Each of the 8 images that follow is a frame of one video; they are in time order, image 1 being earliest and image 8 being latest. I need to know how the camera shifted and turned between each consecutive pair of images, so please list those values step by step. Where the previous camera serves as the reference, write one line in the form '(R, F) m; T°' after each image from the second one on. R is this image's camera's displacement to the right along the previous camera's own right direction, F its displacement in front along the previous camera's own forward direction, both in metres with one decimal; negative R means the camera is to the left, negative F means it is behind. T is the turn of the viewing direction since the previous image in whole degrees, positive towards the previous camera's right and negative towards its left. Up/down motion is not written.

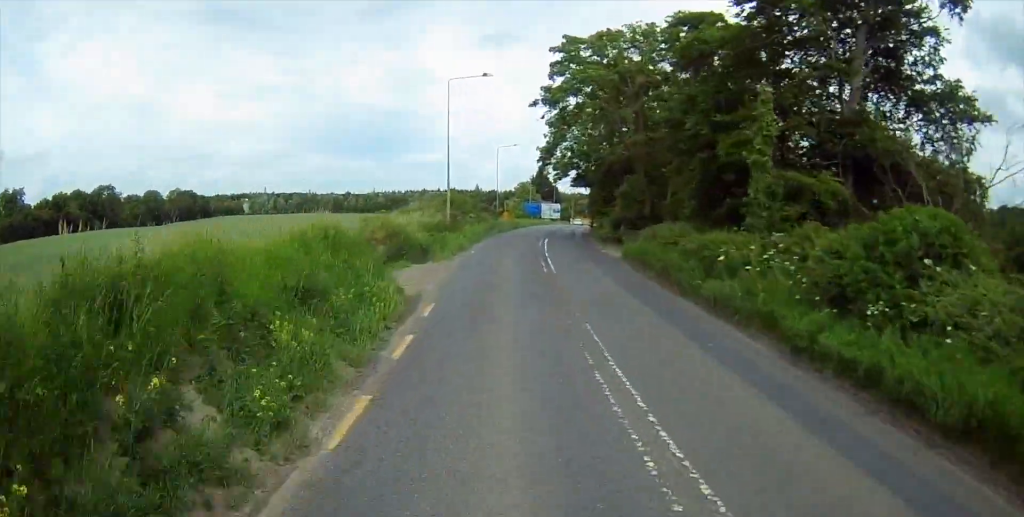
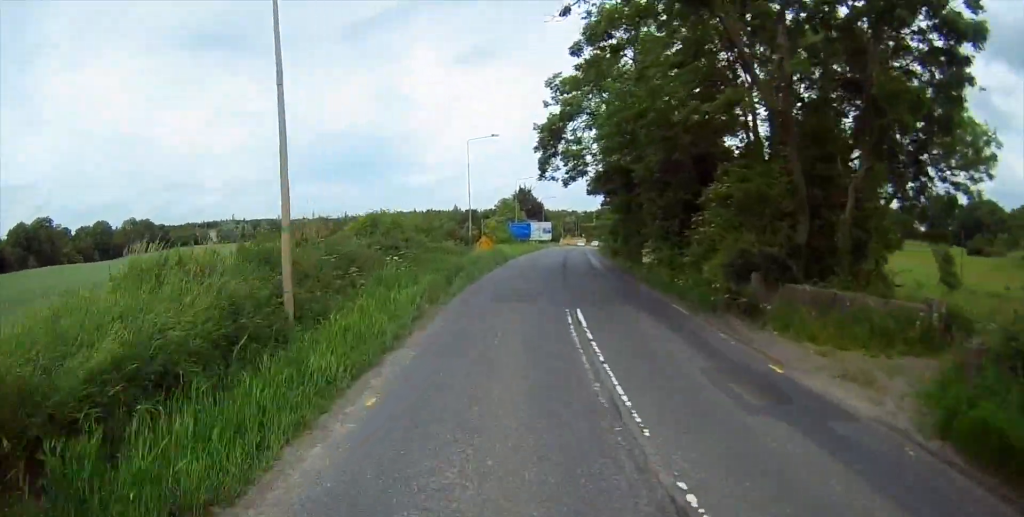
(-0.1, +27.9) m; +1°
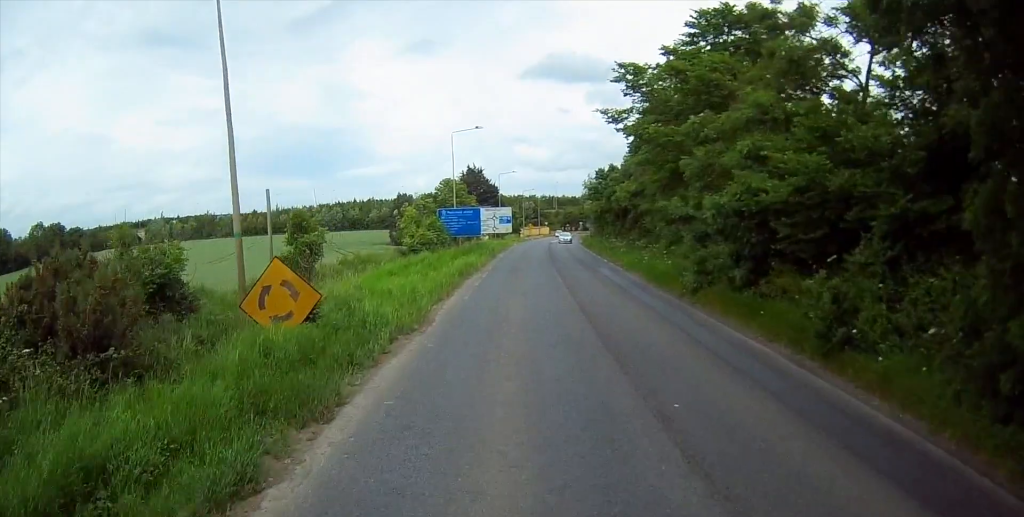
(+0.8, +39.4) m; +2°
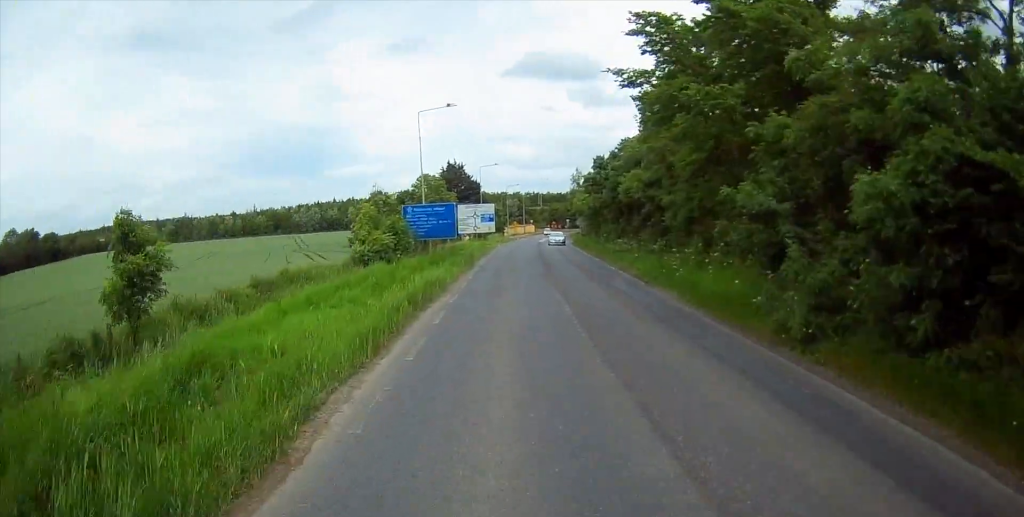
(+0.2, +9.3) m; +1°
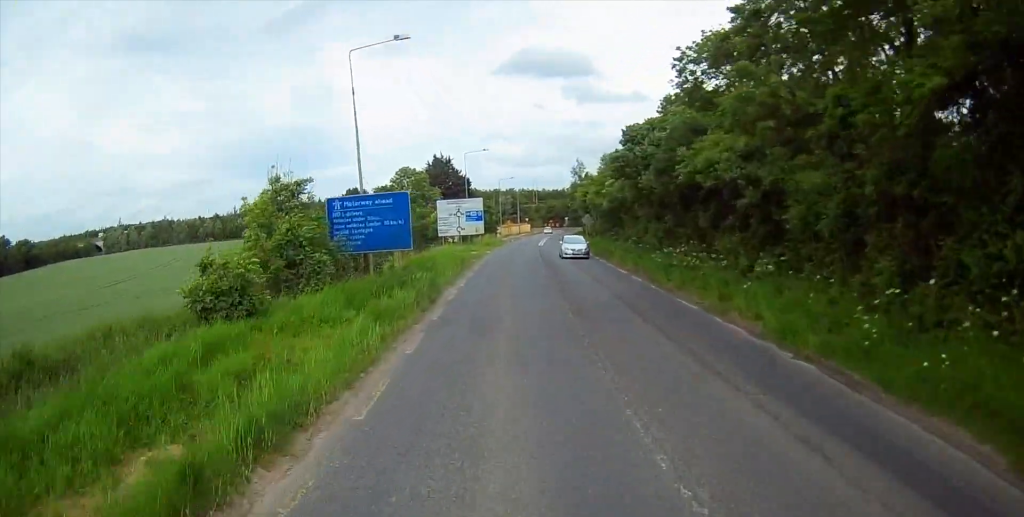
(+0.2, +15.7) m; +1°
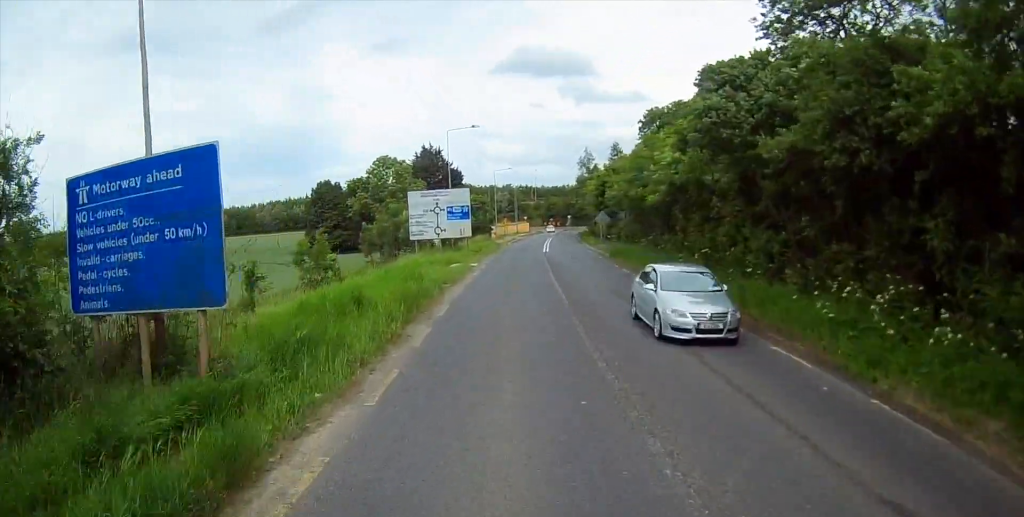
(+0.2, +15.9) m; +1°
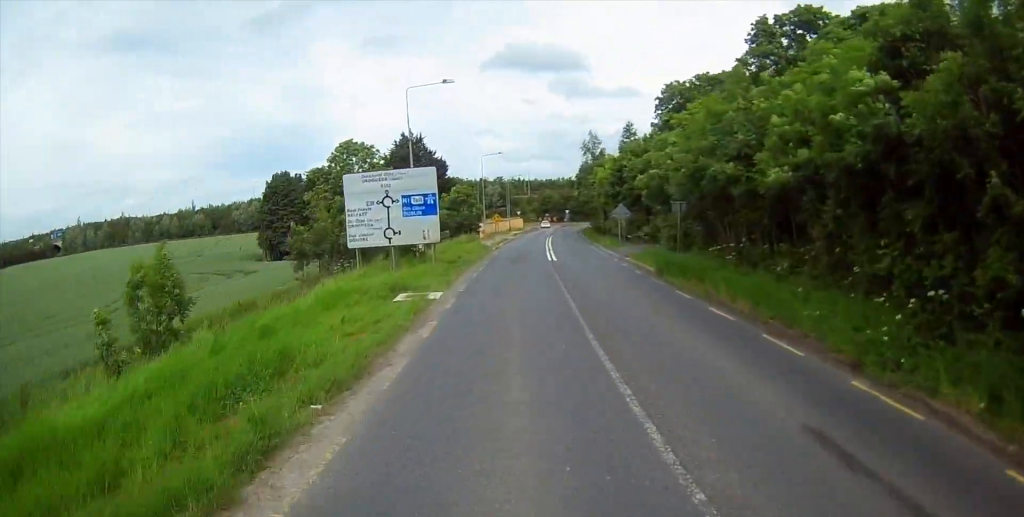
(+0.2, +16.1) m; +1°
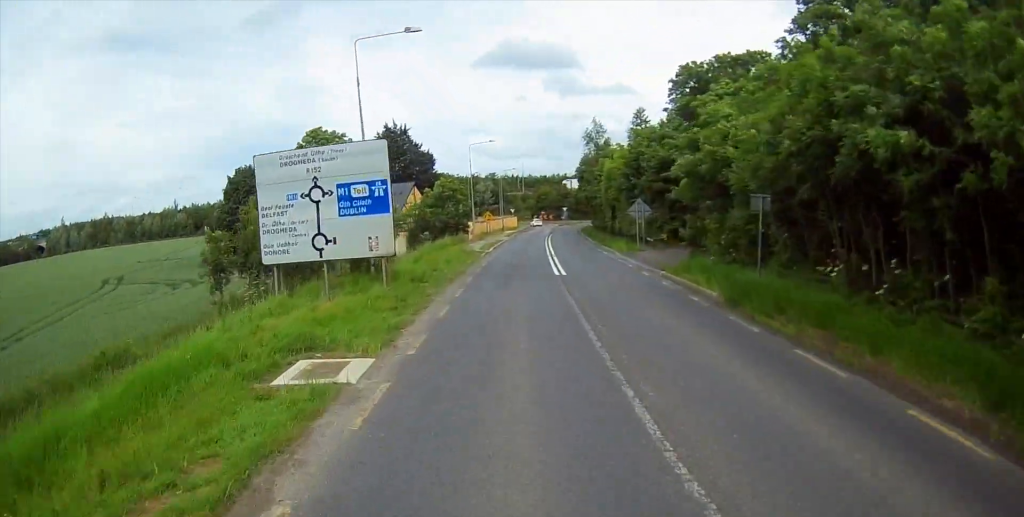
(+0.1, +10.2) m; 0°
